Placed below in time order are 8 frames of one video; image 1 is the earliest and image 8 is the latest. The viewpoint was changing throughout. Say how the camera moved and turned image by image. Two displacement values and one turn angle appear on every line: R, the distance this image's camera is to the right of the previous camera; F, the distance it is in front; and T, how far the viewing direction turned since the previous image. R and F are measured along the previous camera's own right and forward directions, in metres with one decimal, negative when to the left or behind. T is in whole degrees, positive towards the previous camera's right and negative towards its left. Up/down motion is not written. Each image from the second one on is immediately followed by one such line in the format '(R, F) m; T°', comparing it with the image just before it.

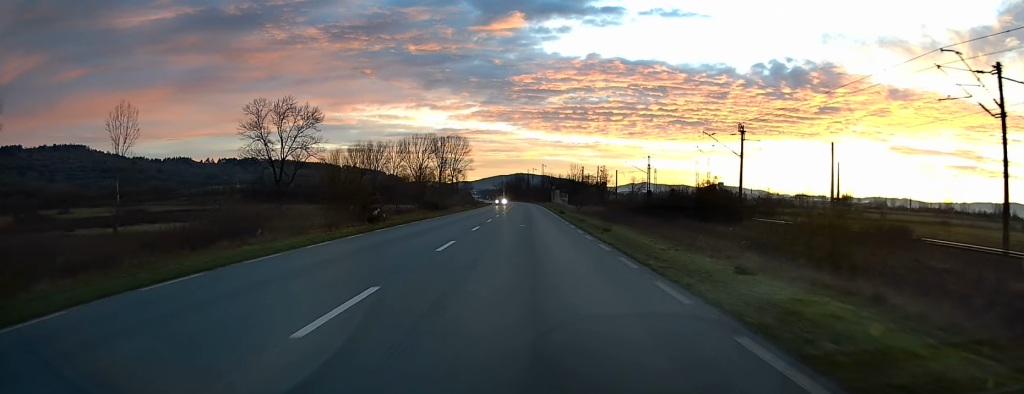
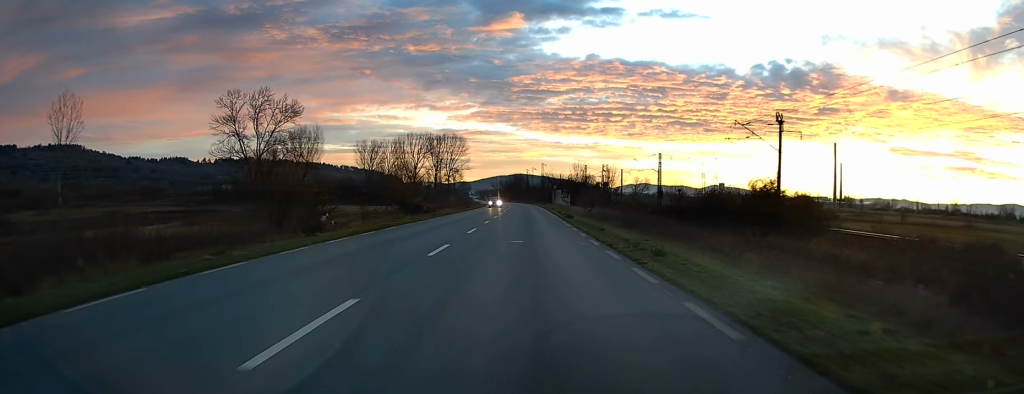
(-0.1, +10.1) m; 0°
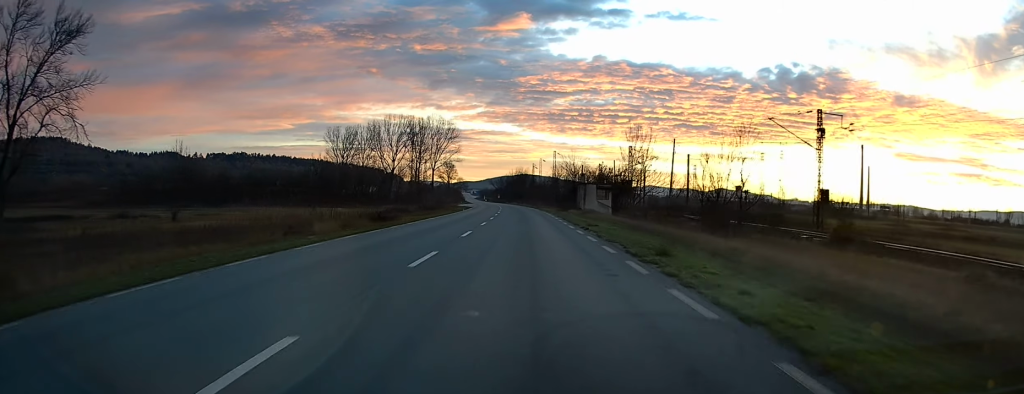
(-0.2, +55.9) m; 0°
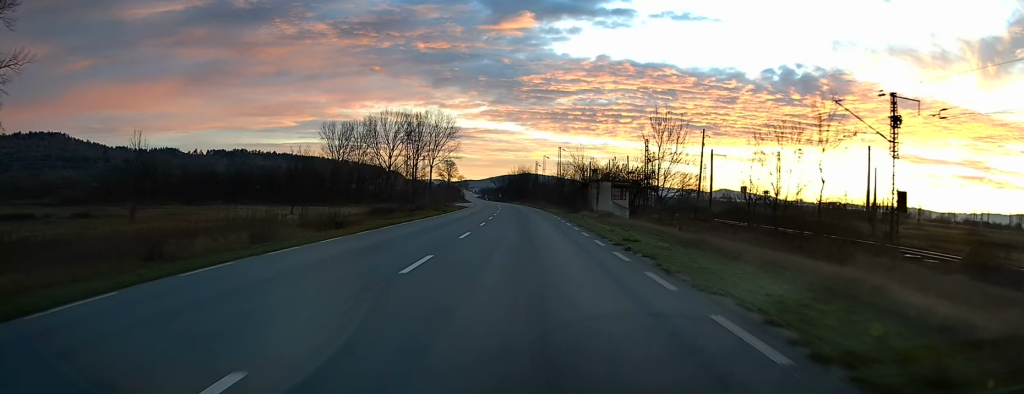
(-0.1, +10.0) m; 0°
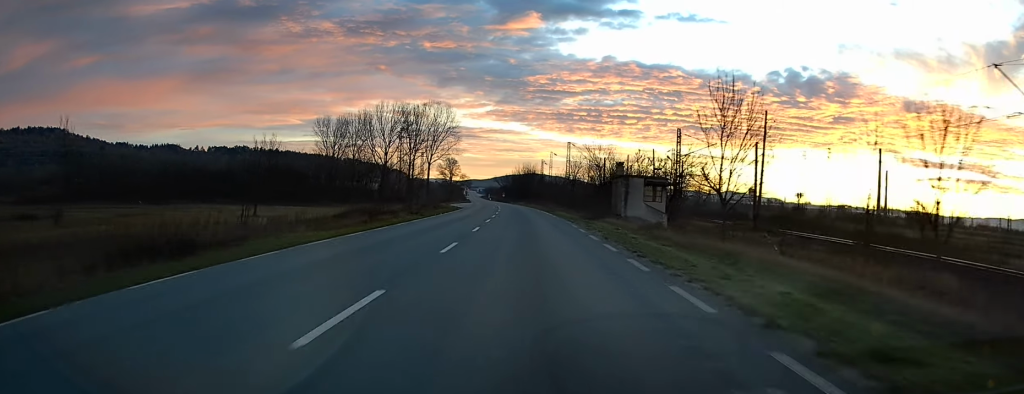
(+0.3, +13.9) m; 0°
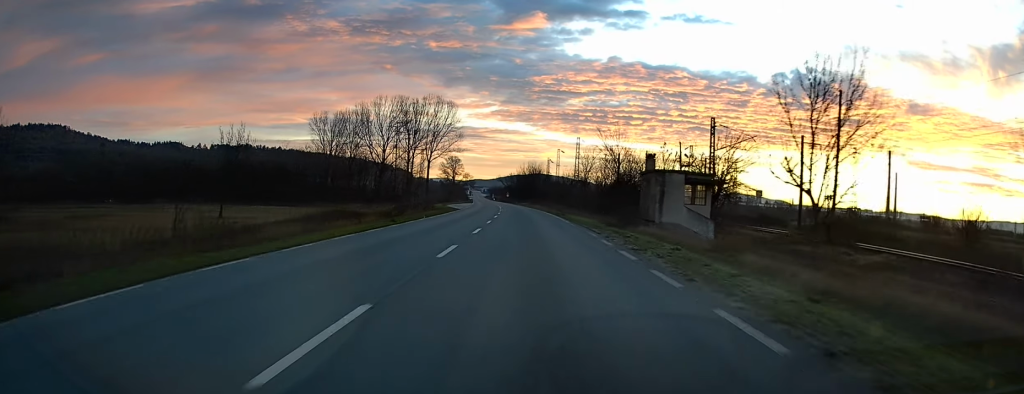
(+0.1, +10.0) m; 0°
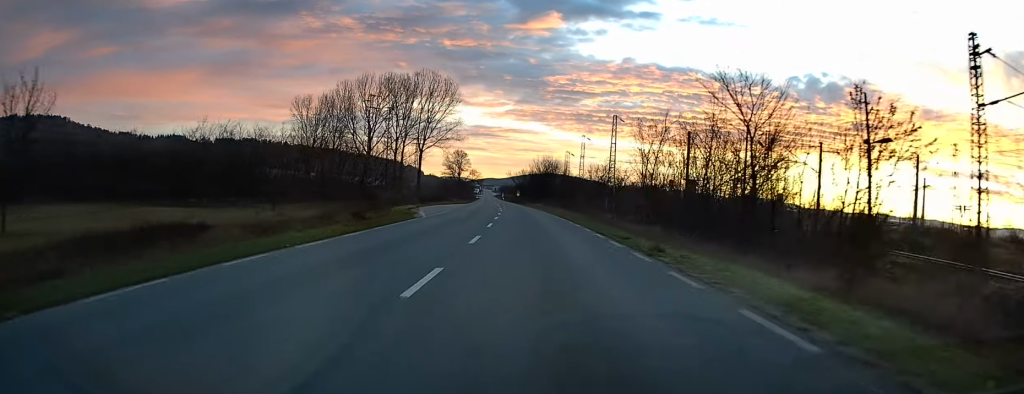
(-1.0, +32.3) m; -3°
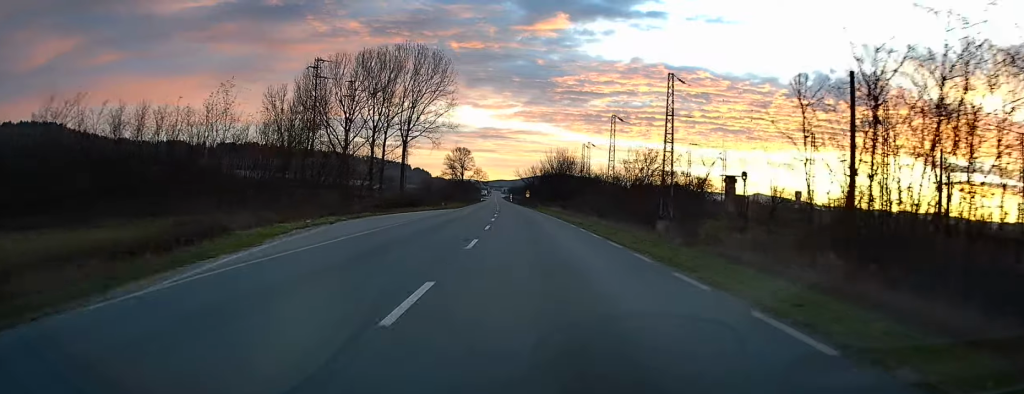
(-0.2, +28.3) m; -1°
